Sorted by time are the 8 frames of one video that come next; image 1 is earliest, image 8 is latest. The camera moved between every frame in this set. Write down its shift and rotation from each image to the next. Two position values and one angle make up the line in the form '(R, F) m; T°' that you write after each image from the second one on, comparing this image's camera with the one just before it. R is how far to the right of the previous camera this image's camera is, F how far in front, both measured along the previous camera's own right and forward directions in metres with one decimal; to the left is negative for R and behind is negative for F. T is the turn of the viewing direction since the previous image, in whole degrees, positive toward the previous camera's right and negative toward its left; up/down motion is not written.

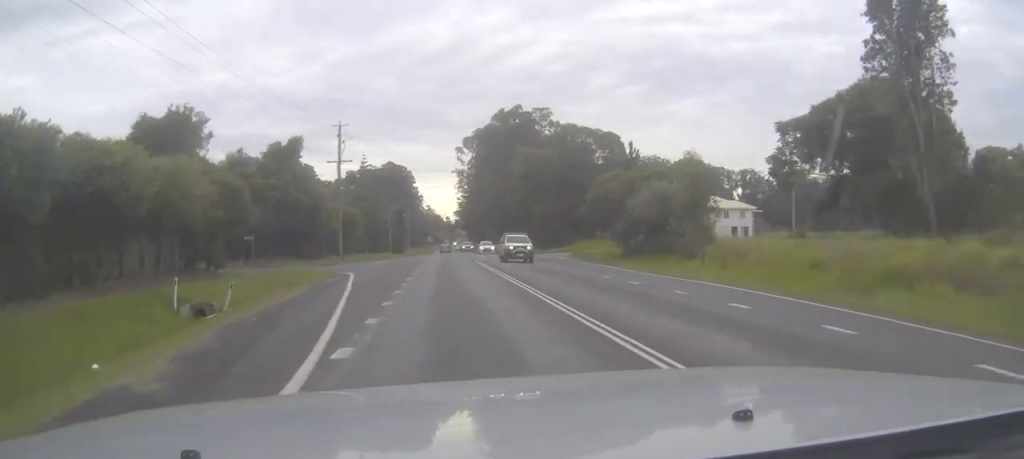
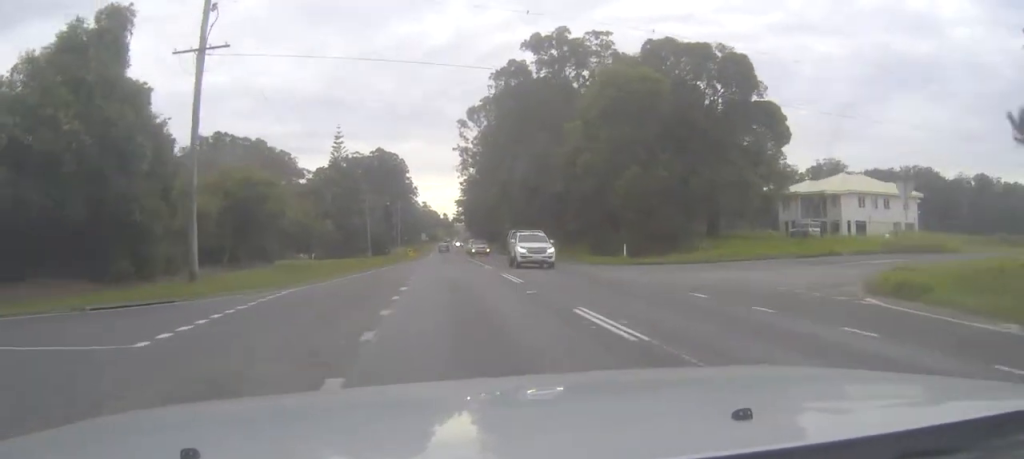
(+0.1, +45.8) m; 0°
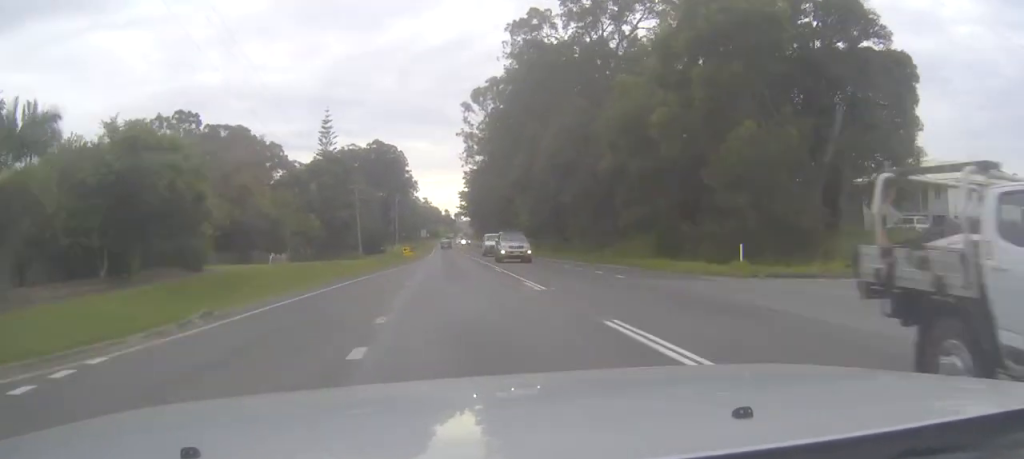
(0.0, +17.5) m; 0°
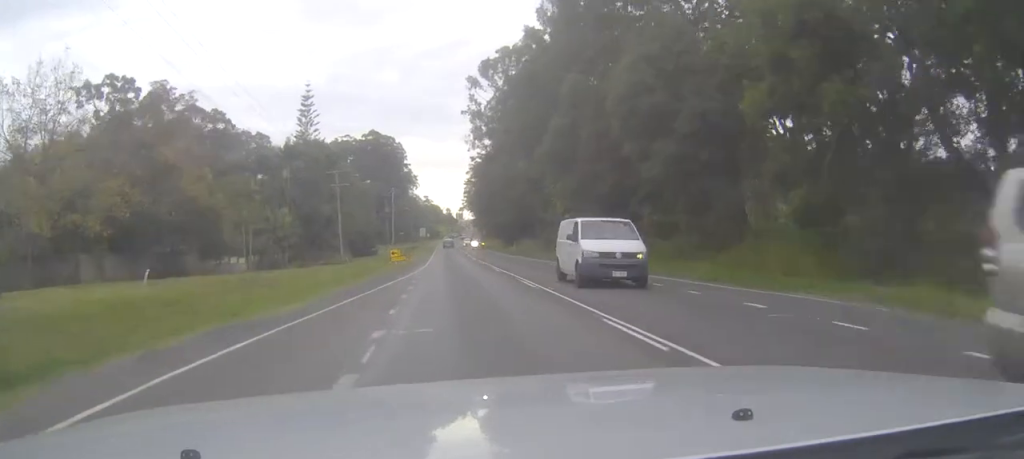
(0.0, +21.9) m; 0°
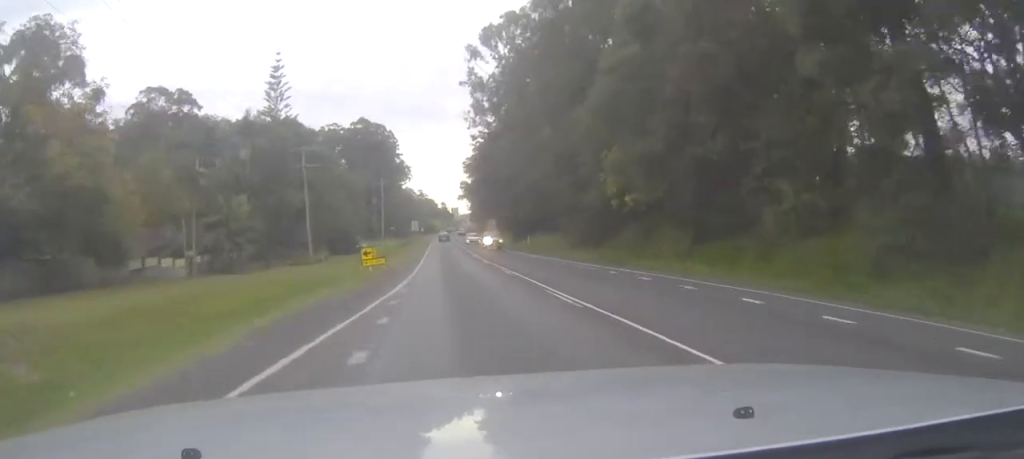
(0.0, +18.2) m; 0°
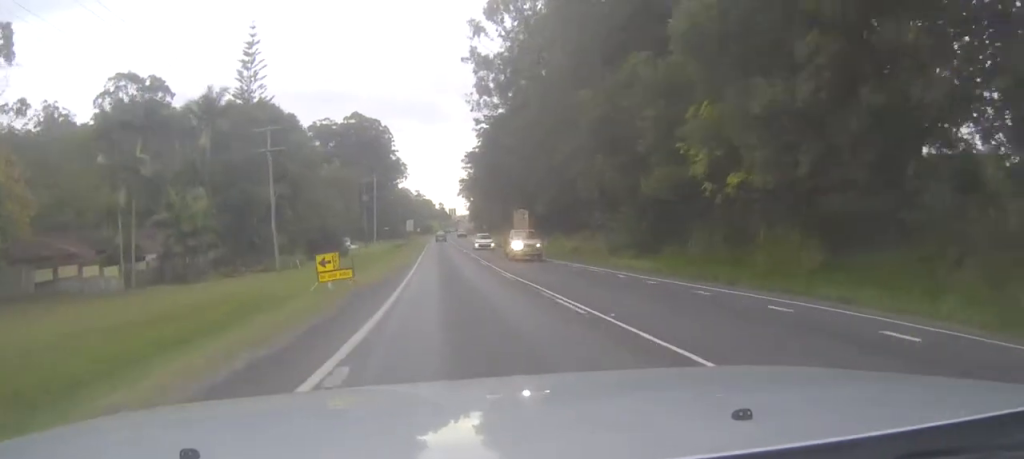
(0.0, +13.1) m; 0°
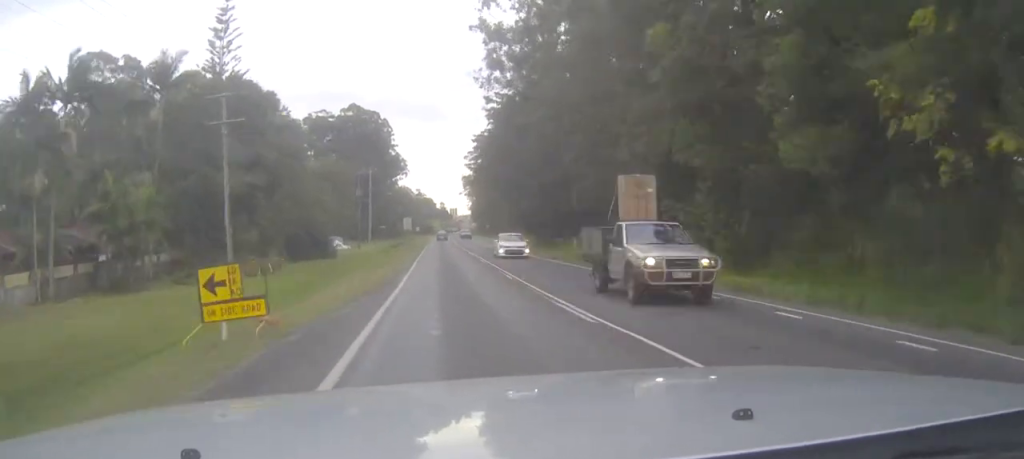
(0.0, +12.4) m; 0°
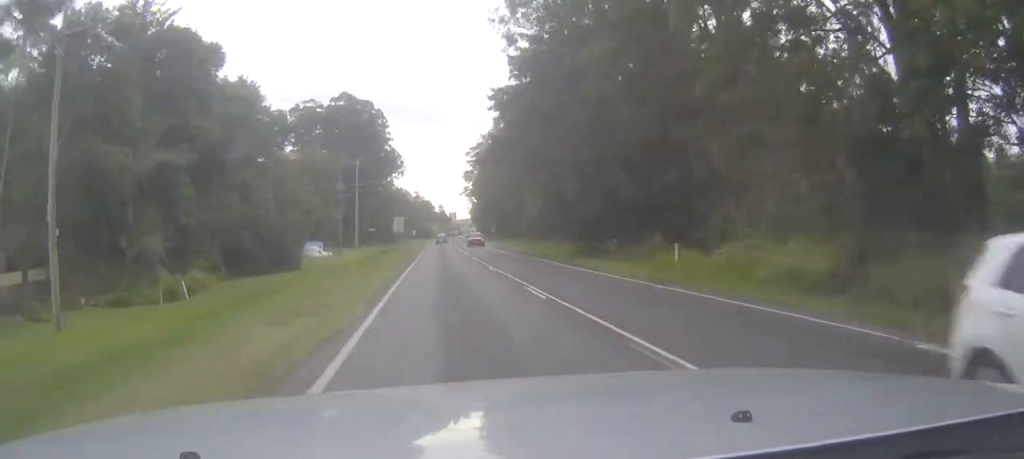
(0.0, +20.4) m; 0°
